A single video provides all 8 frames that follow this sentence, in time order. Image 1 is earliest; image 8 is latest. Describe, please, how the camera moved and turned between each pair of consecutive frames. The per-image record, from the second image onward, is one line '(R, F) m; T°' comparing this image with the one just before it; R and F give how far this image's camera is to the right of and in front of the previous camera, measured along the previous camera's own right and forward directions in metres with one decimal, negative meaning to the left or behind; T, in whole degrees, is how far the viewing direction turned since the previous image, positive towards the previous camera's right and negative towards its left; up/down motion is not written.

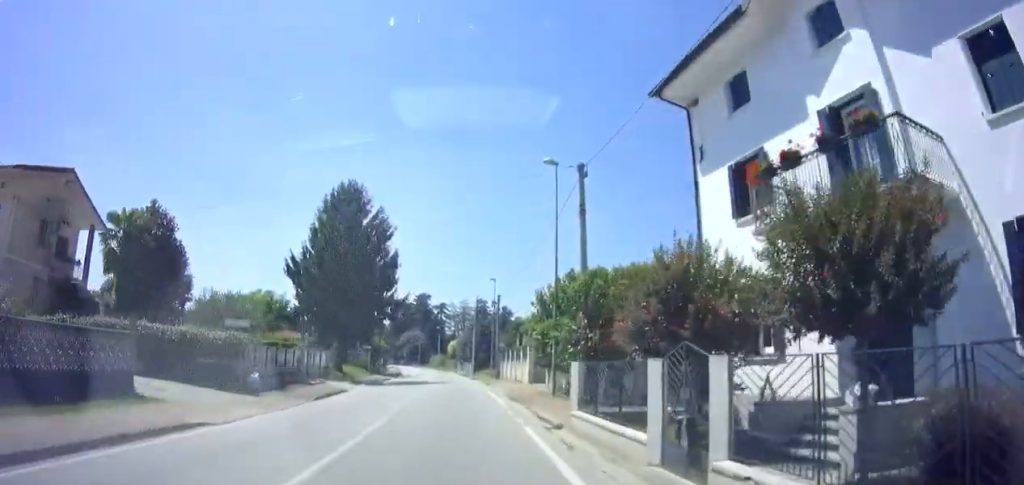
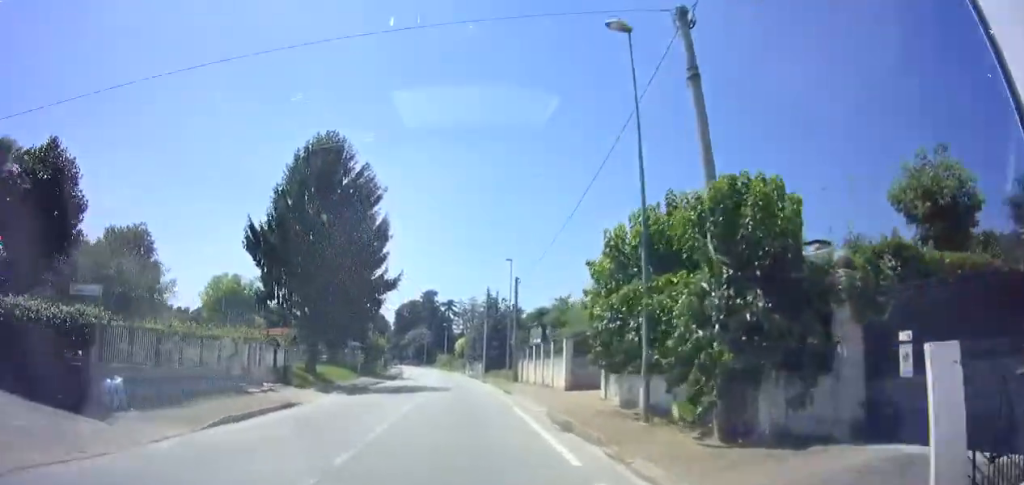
(-0.1, +9.4) m; 0°
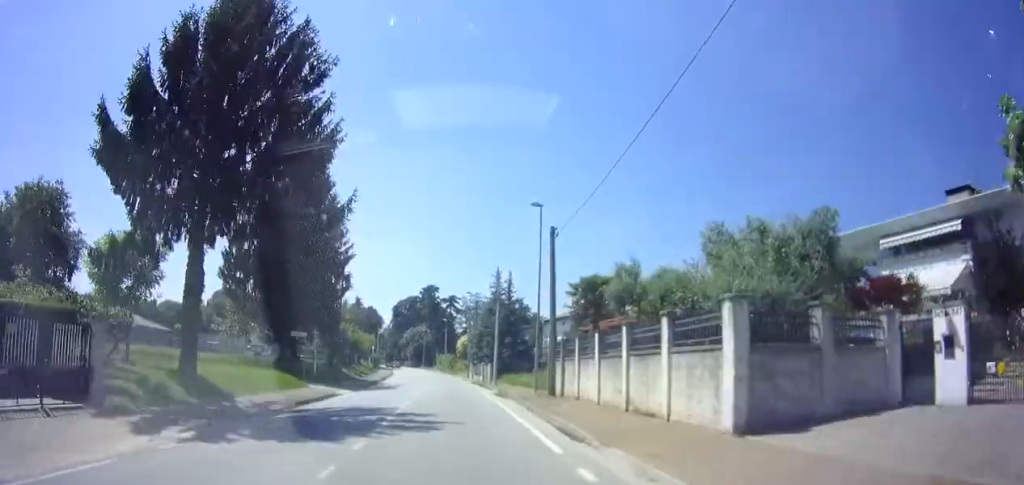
(+0.3, +14.5) m; 0°
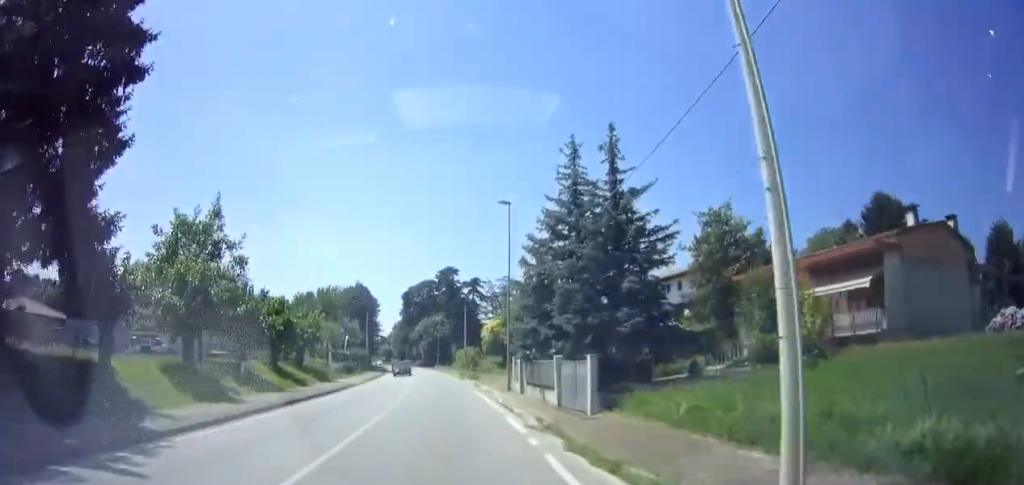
(-0.8, +32.4) m; -2°
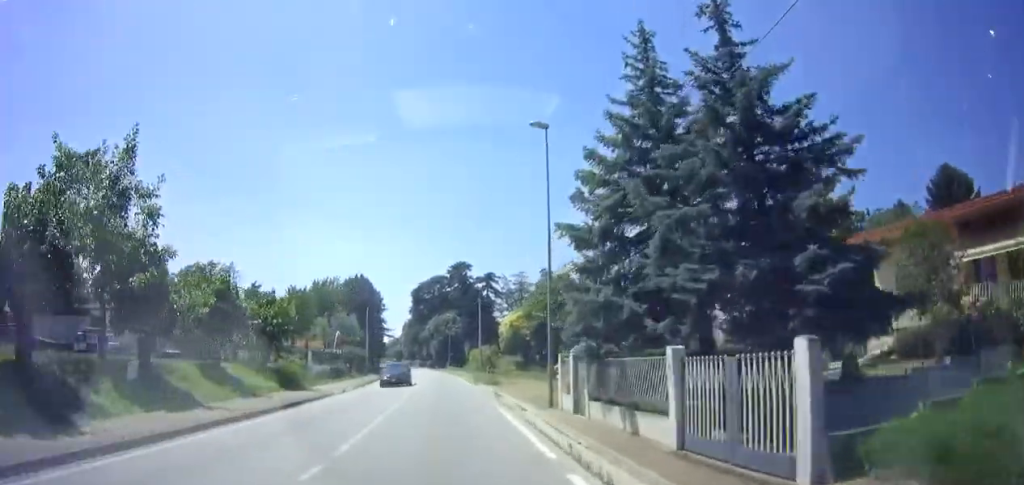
(0.0, +9.0) m; -1°
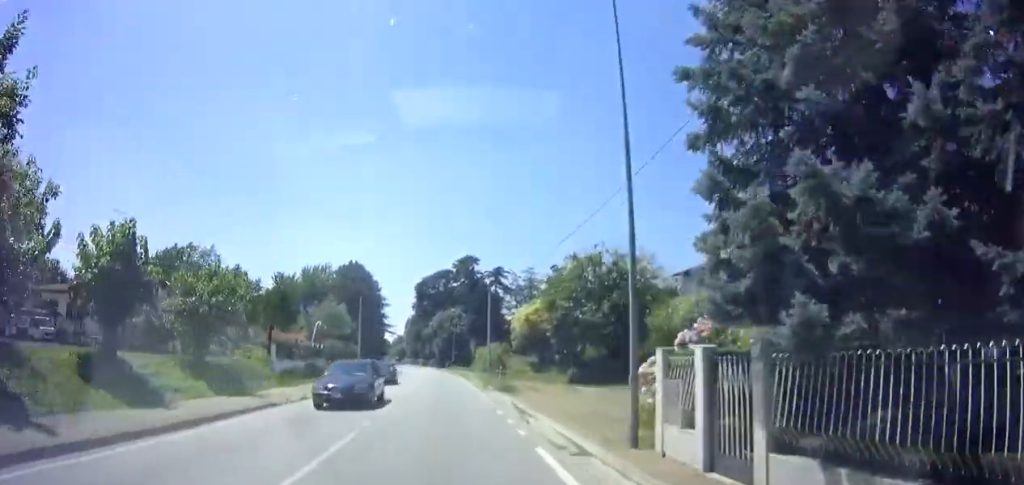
(-0.2, +7.6) m; -2°
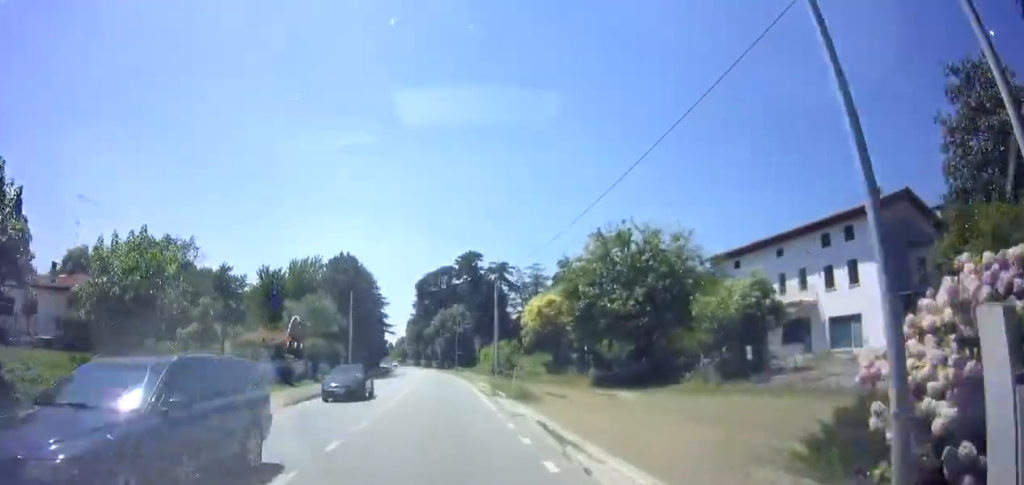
(0.0, +5.7) m; -1°
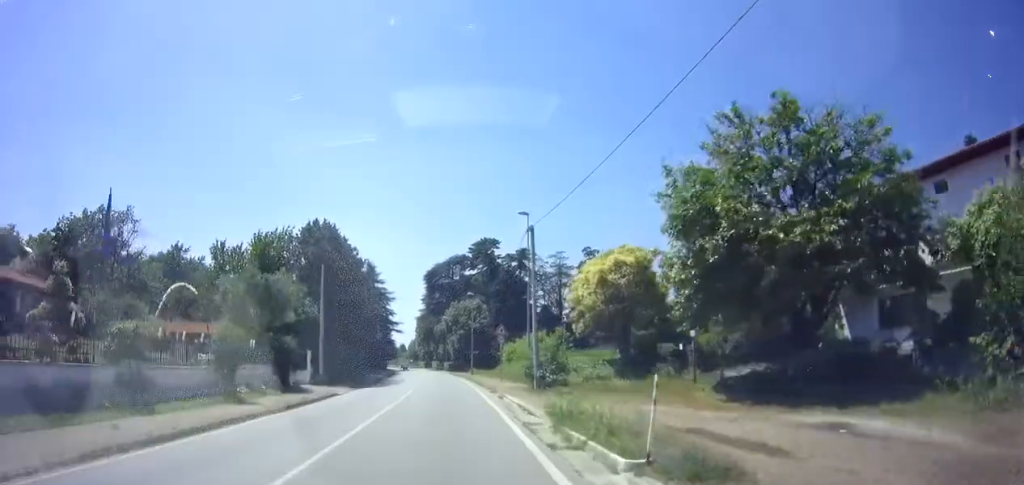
(-0.5, +14.7) m; -2°
